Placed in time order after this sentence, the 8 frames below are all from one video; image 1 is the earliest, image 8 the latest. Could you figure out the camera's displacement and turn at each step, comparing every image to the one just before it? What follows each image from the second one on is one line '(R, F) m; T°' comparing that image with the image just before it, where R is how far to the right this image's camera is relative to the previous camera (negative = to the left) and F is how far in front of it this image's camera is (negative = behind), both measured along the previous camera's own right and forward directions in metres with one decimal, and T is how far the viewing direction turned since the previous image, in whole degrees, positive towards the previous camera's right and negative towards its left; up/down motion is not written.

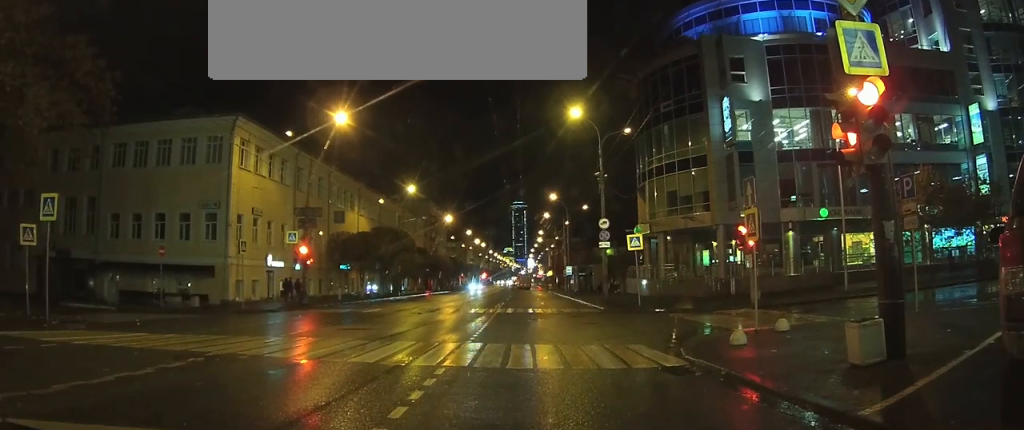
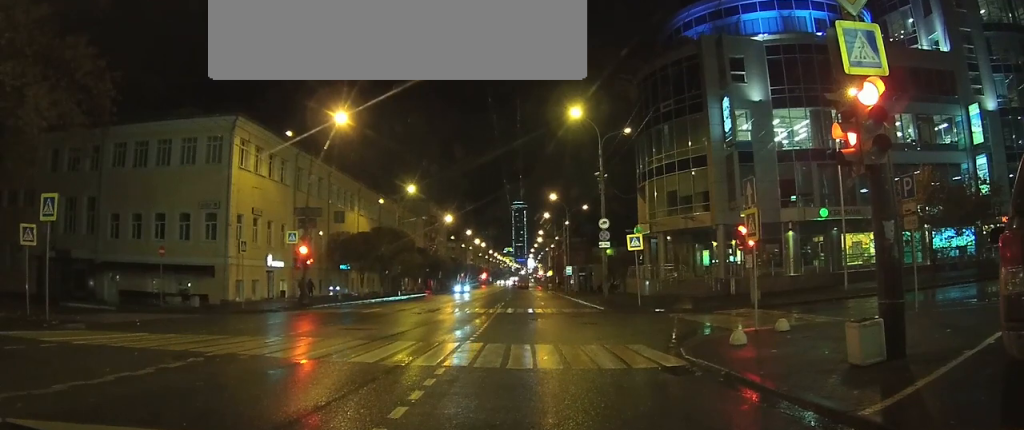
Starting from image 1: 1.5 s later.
(0.0, 0.0) m; 0°
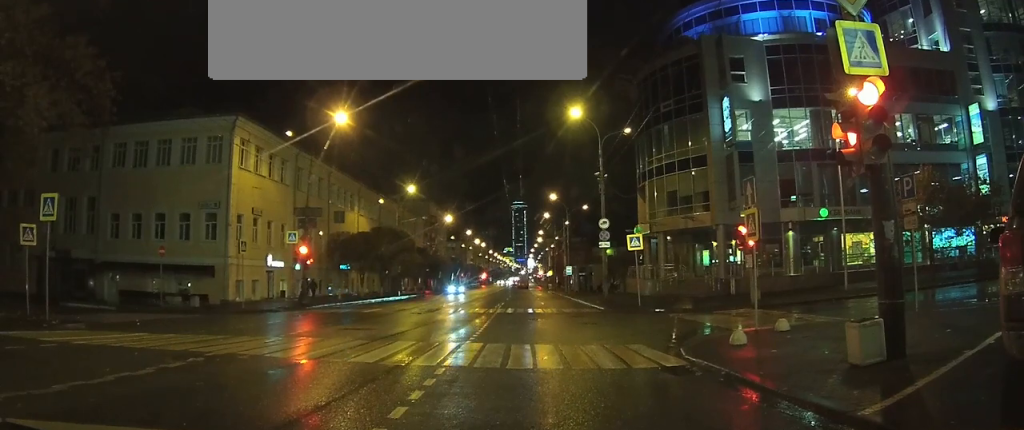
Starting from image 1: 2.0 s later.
(0.0, 0.0) m; 0°
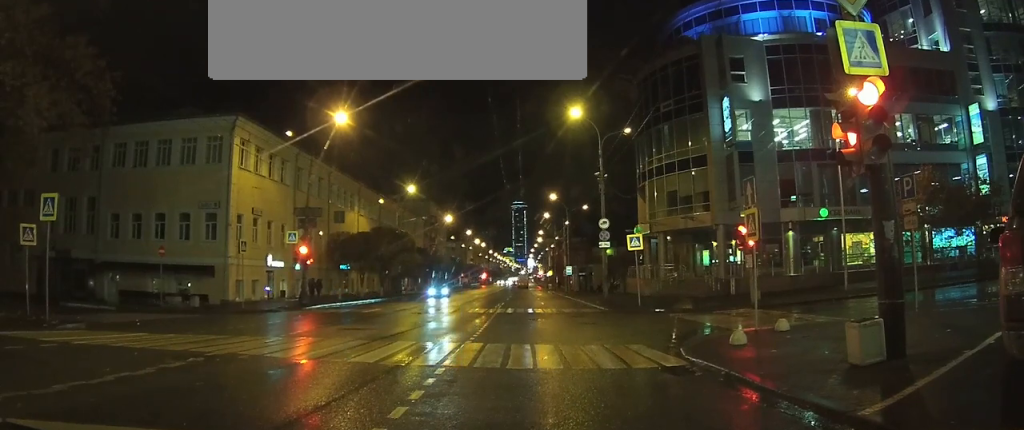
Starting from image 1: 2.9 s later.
(0.0, 0.0) m; 0°
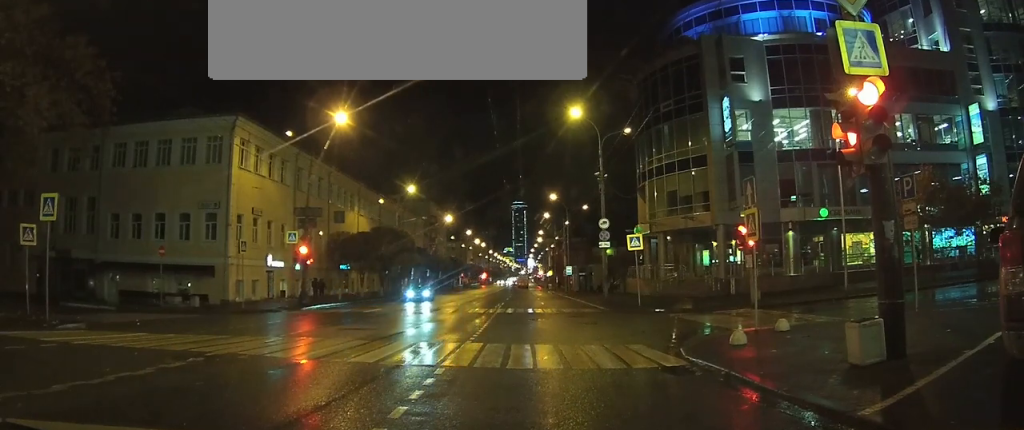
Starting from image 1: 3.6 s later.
(0.0, 0.0) m; 0°
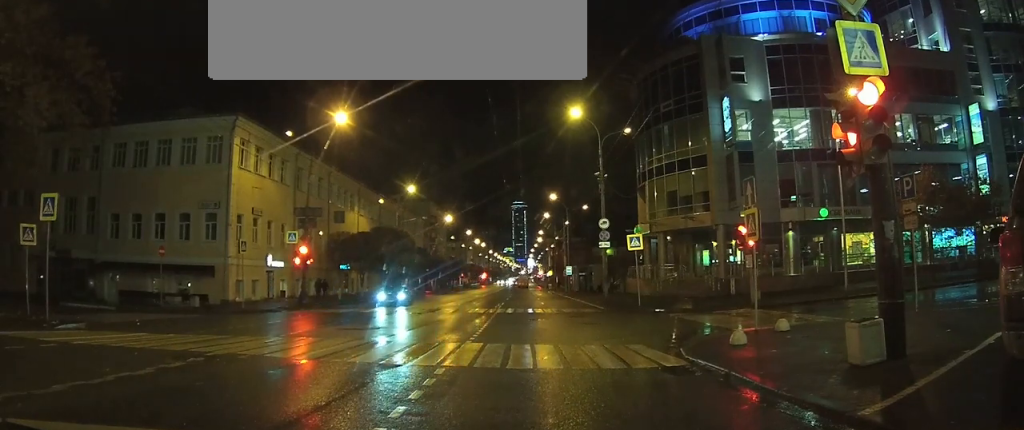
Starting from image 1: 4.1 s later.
(0.0, 0.0) m; 0°
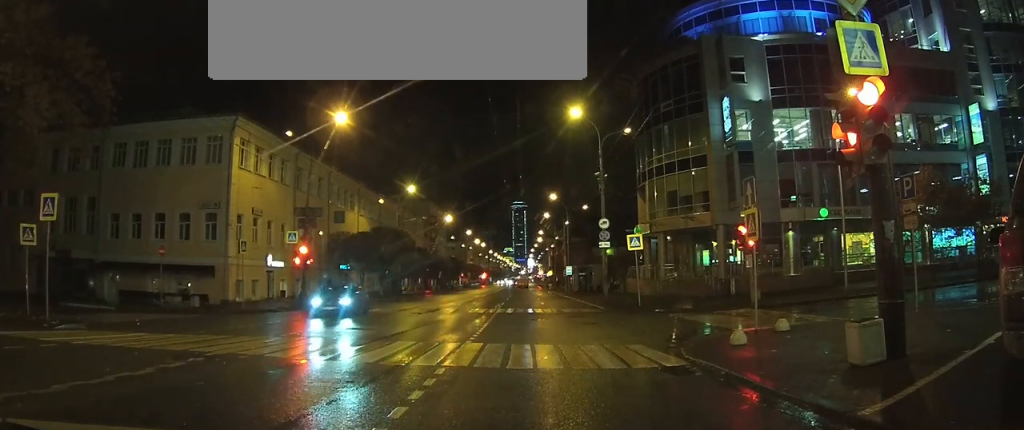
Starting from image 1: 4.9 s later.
(0.0, 0.0) m; 0°
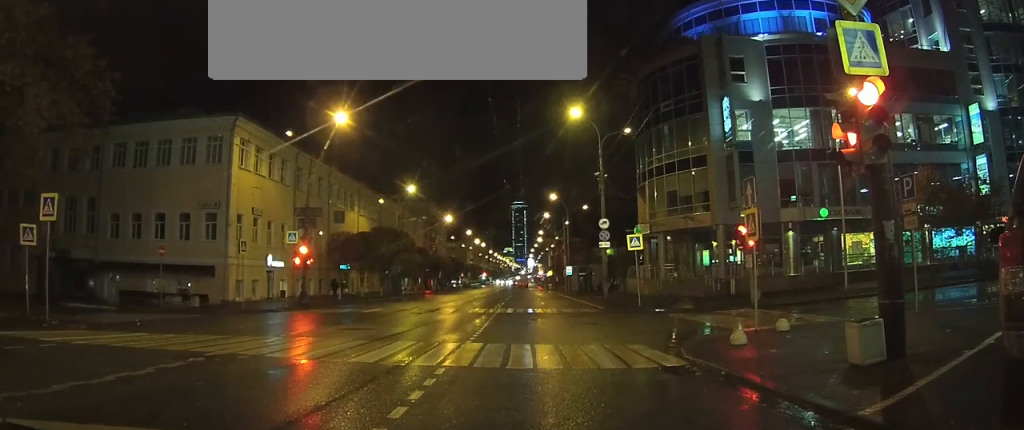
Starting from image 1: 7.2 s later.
(0.0, 0.0) m; 0°
